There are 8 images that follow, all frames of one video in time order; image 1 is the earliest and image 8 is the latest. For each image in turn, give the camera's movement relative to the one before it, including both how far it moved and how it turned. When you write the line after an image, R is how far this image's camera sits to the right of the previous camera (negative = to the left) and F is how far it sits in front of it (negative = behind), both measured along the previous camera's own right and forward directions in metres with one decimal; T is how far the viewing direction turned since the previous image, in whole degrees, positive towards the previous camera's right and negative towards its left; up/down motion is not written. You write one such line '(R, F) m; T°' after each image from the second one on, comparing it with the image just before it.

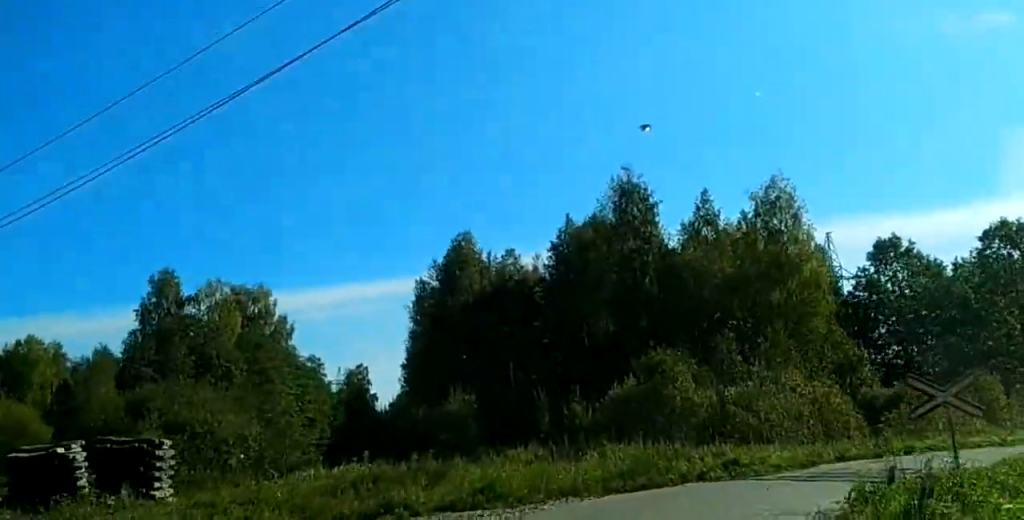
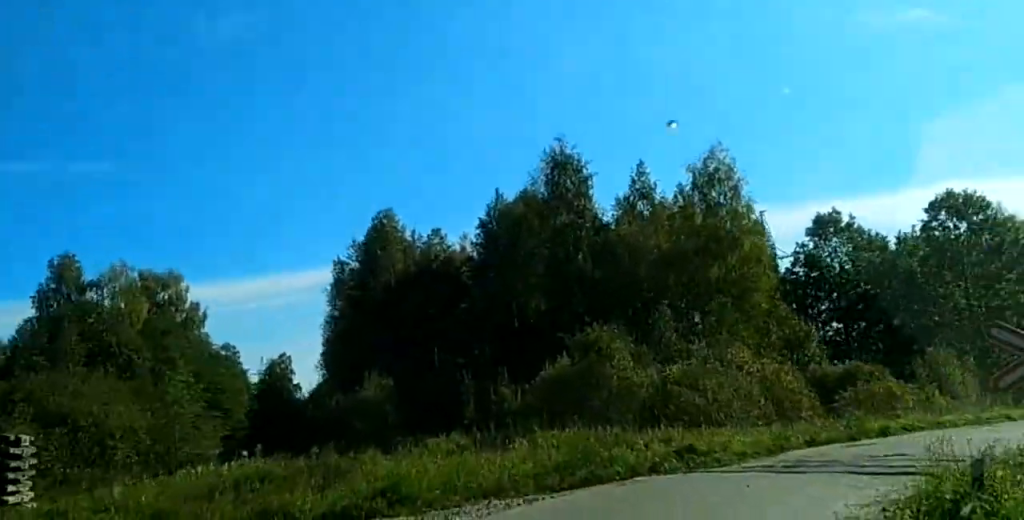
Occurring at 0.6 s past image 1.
(+0.3, +6.0) m; +2°
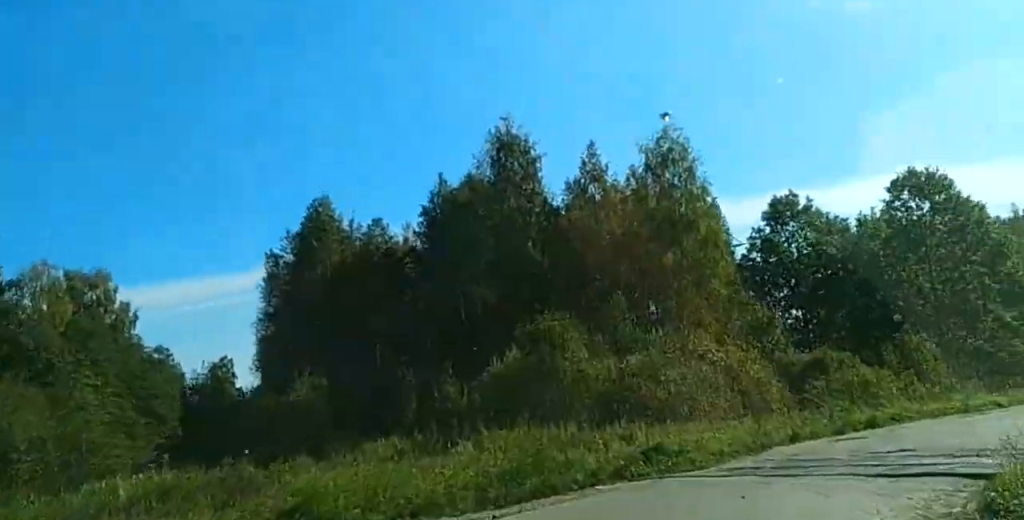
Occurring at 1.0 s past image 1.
(+0.1, +4.3) m; +1°
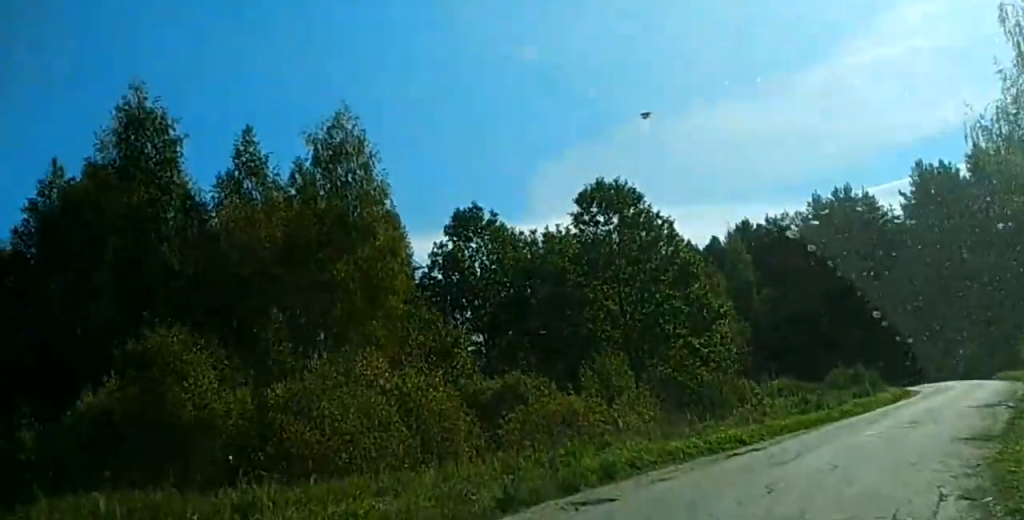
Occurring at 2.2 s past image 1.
(+0.3, +11.8) m; +7°
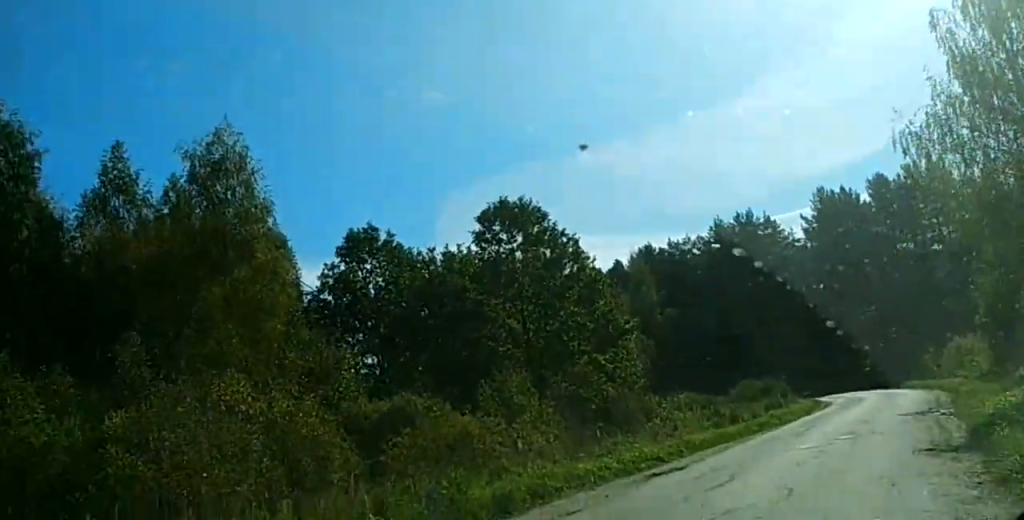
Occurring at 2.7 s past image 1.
(+0.2, +4.4) m; +8°
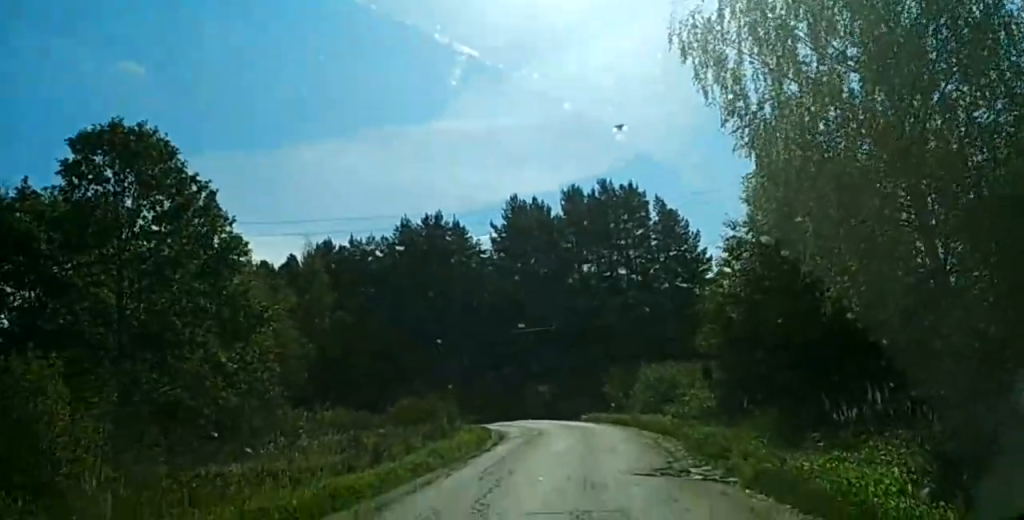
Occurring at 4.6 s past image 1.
(+2.8, +13.9) m; +18°
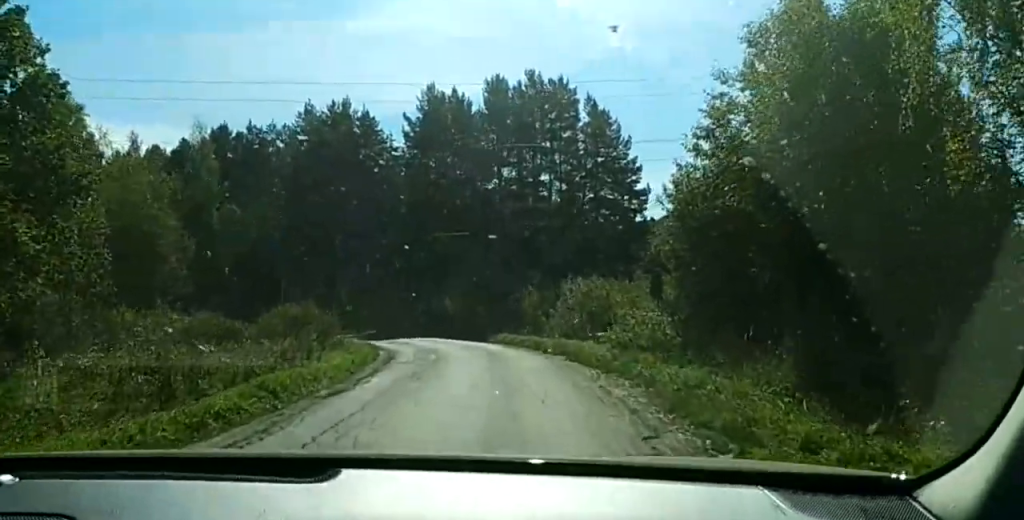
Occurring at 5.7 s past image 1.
(+0.6, +8.6) m; +9°
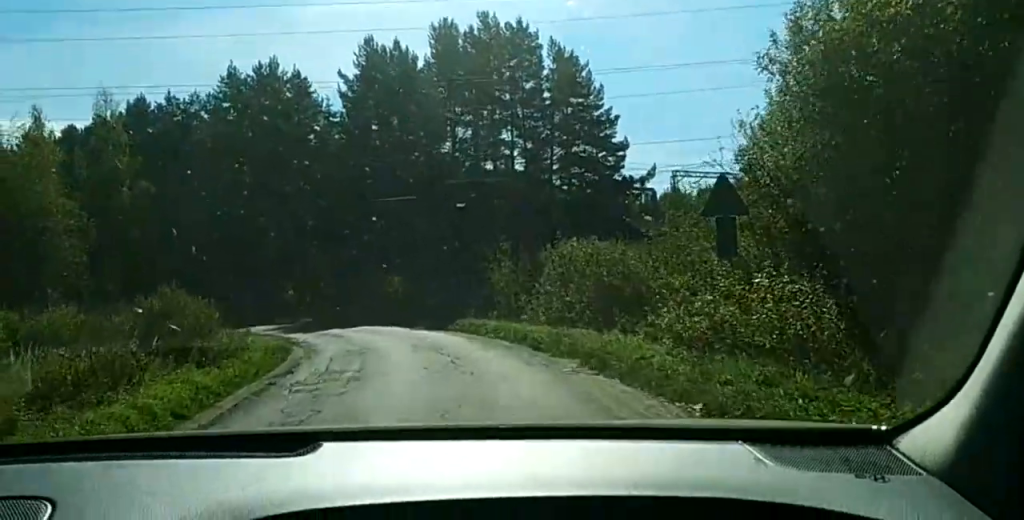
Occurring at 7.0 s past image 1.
(+0.7, +9.9) m; +7°
